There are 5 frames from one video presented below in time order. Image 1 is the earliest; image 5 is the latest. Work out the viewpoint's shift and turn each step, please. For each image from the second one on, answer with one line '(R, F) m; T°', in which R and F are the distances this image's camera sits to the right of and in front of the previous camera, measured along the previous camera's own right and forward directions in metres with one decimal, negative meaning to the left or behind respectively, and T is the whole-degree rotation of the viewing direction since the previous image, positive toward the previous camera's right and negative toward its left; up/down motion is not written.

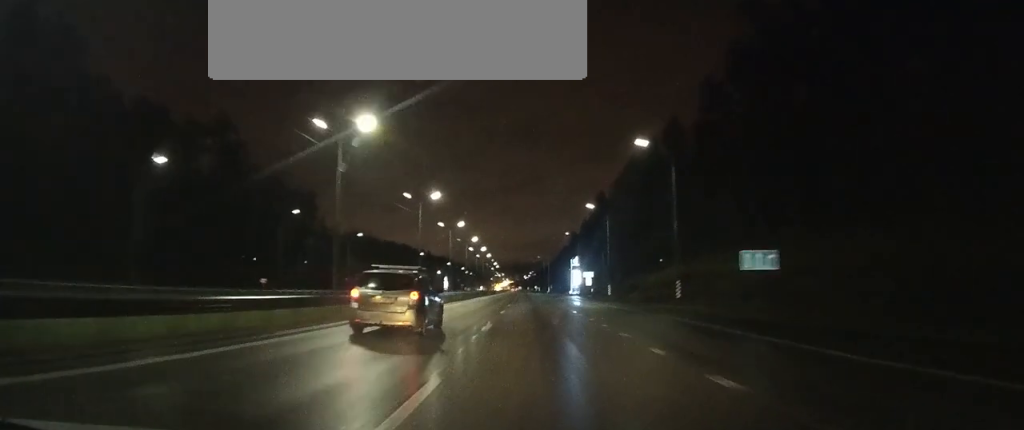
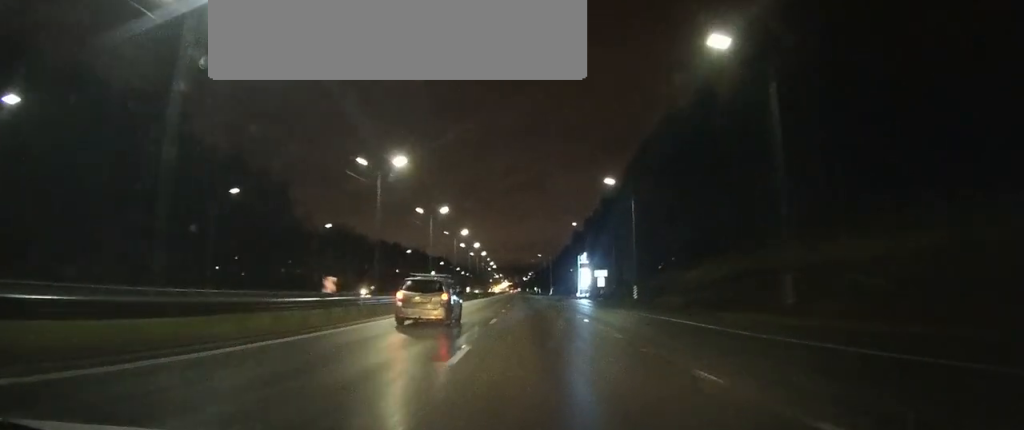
(0.0, +19.1) m; 0°
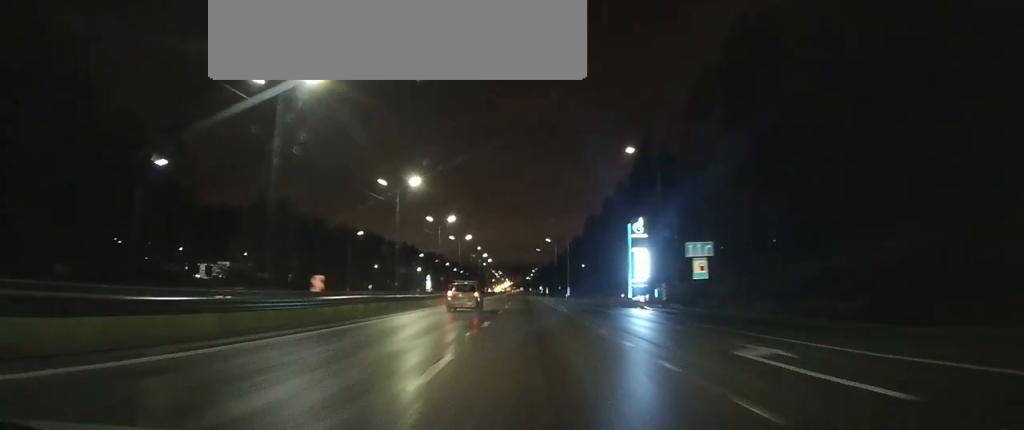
(-0.4, +50.2) m; 0°
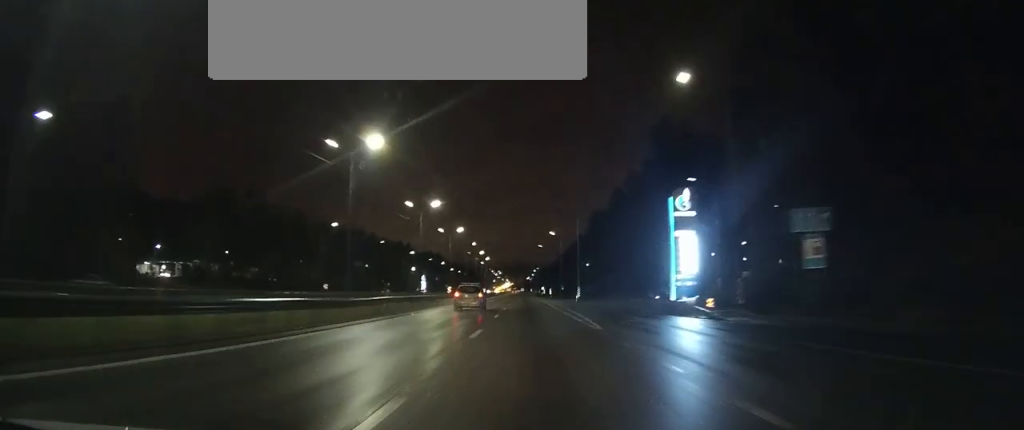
(+0.1, +16.1) m; 0°
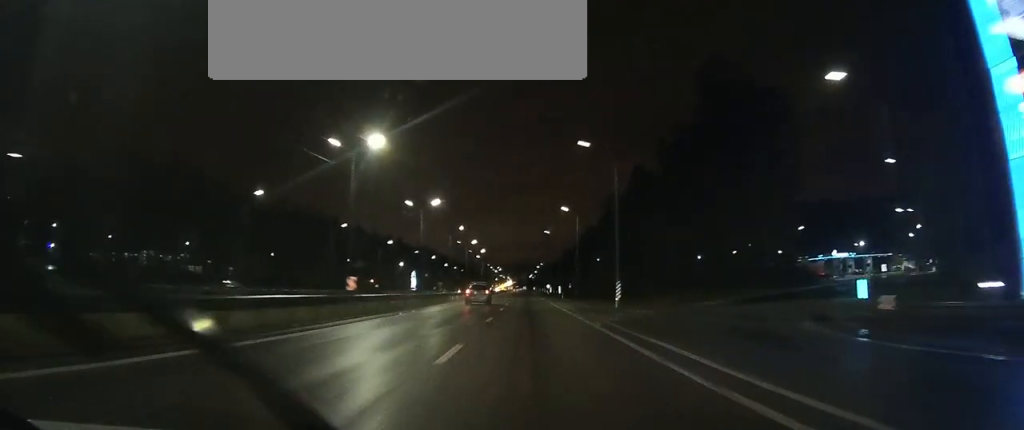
(0.0, +29.8) m; 0°
